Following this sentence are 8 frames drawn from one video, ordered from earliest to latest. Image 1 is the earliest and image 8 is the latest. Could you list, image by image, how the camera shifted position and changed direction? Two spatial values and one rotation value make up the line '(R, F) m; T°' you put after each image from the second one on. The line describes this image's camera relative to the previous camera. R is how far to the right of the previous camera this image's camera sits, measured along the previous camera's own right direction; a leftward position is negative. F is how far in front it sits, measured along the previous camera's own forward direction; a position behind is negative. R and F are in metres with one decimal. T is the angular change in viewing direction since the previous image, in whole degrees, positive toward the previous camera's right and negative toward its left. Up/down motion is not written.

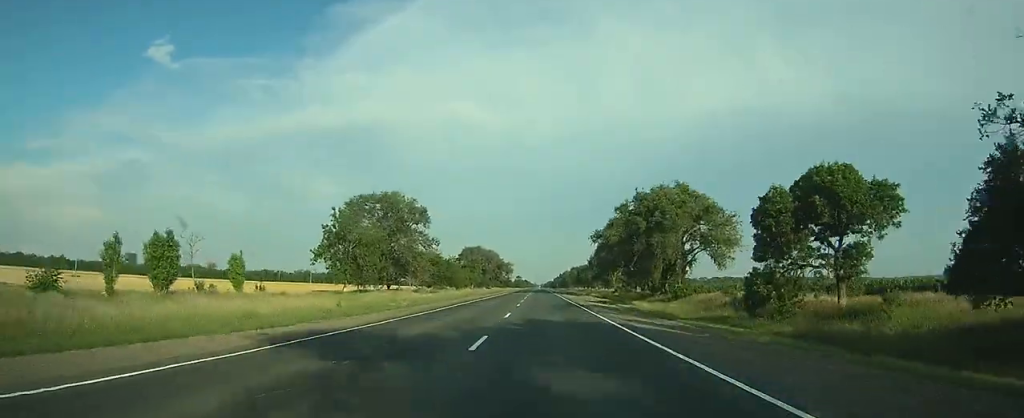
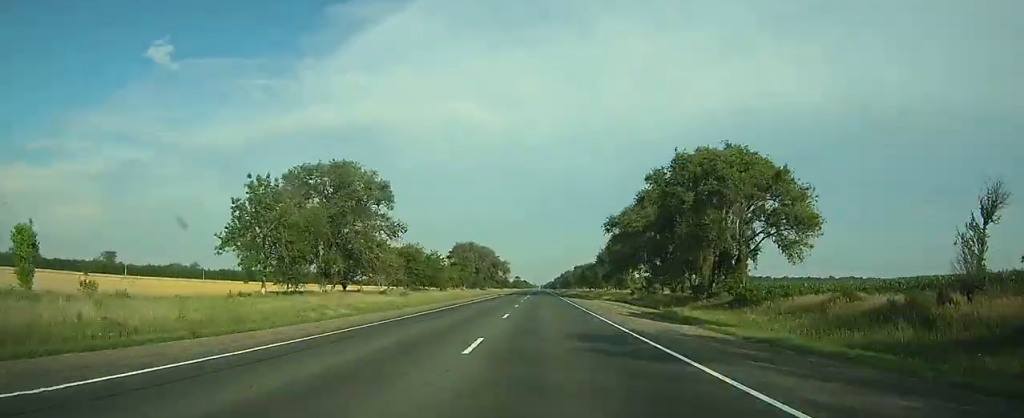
(0.0, +24.5) m; 0°
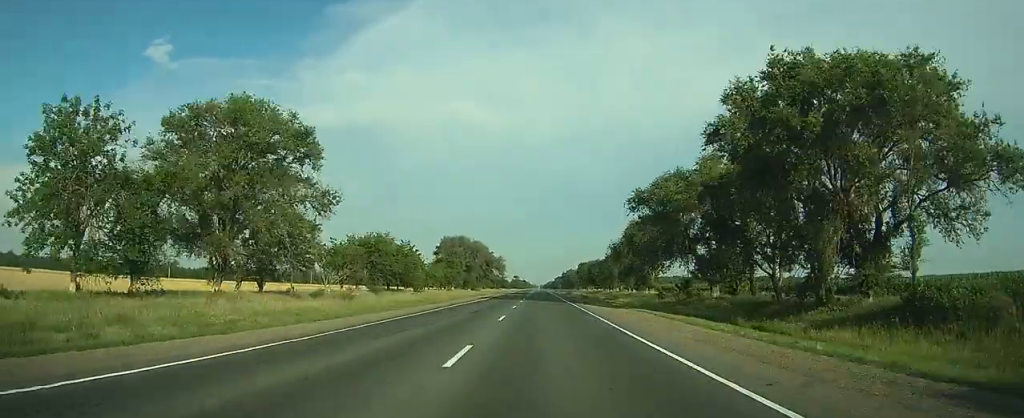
(0.0, +25.5) m; 0°
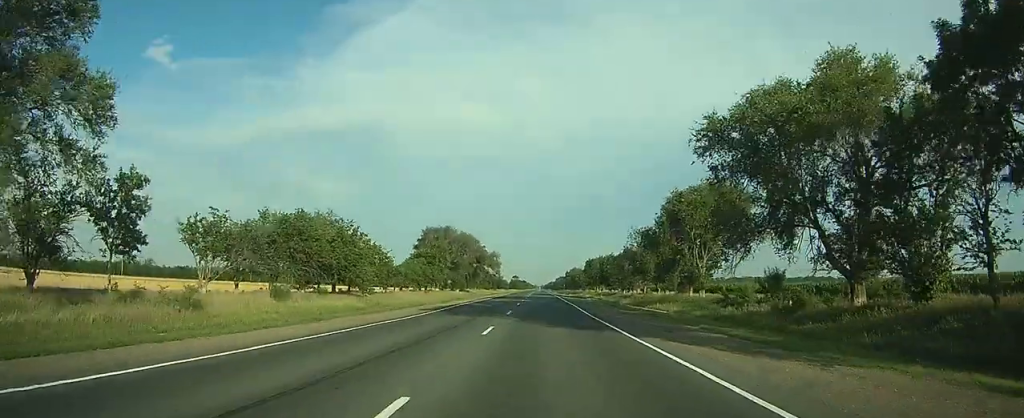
(0.0, +29.7) m; 0°
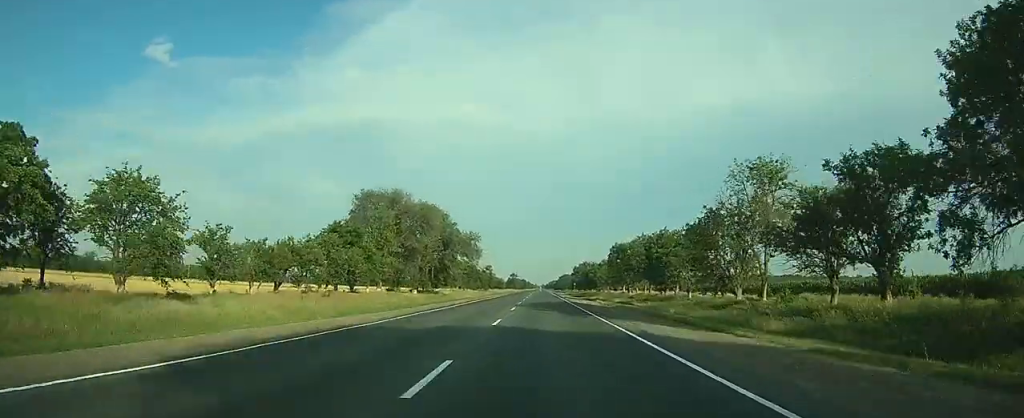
(+0.1, +56.4) m; 0°
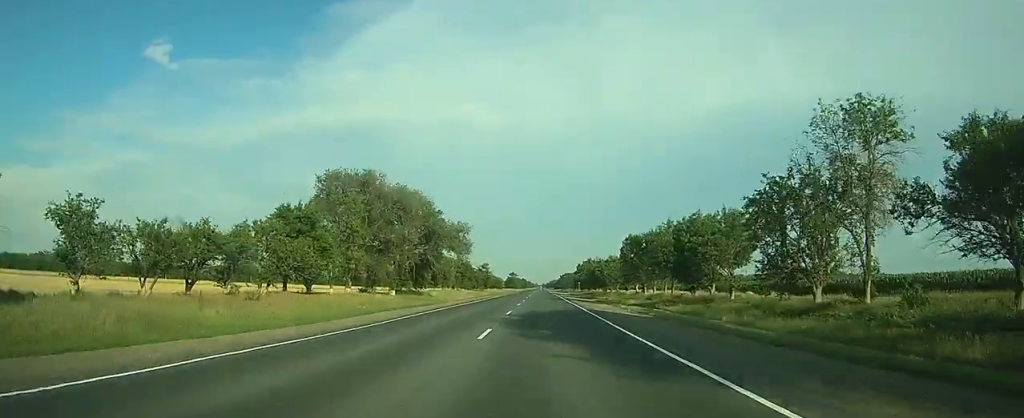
(0.0, +16.4) m; 0°
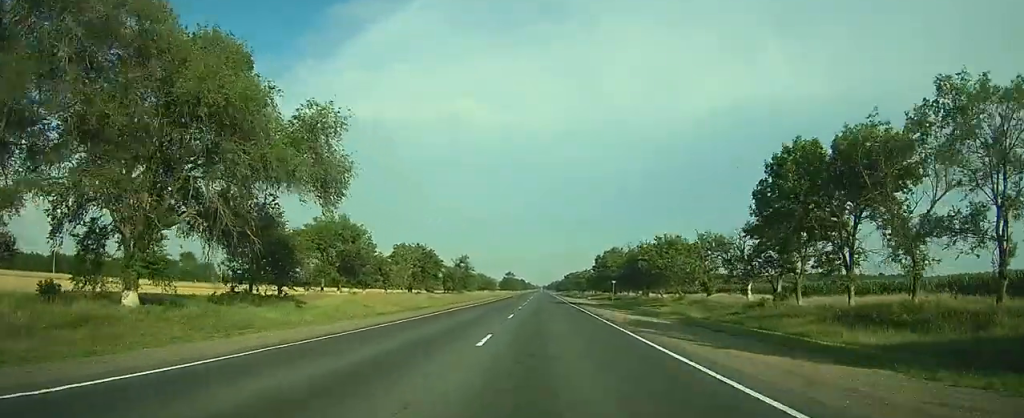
(+0.1, +60.6) m; 0°
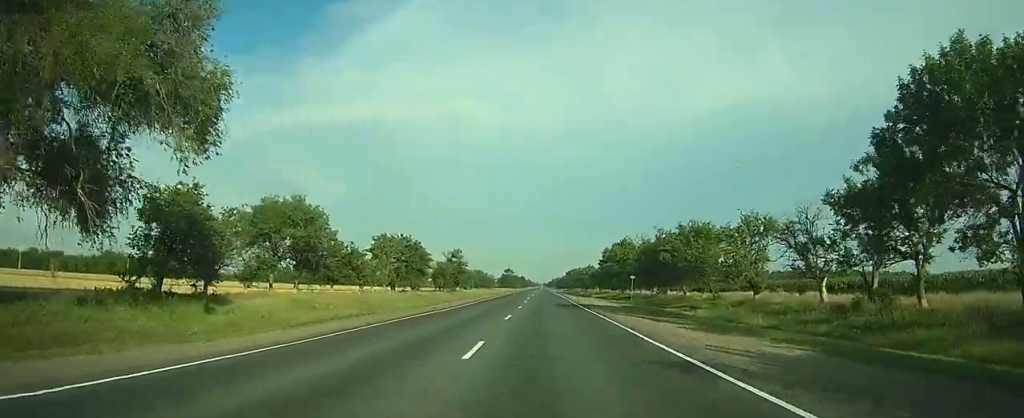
(0.0, +14.4) m; 0°
